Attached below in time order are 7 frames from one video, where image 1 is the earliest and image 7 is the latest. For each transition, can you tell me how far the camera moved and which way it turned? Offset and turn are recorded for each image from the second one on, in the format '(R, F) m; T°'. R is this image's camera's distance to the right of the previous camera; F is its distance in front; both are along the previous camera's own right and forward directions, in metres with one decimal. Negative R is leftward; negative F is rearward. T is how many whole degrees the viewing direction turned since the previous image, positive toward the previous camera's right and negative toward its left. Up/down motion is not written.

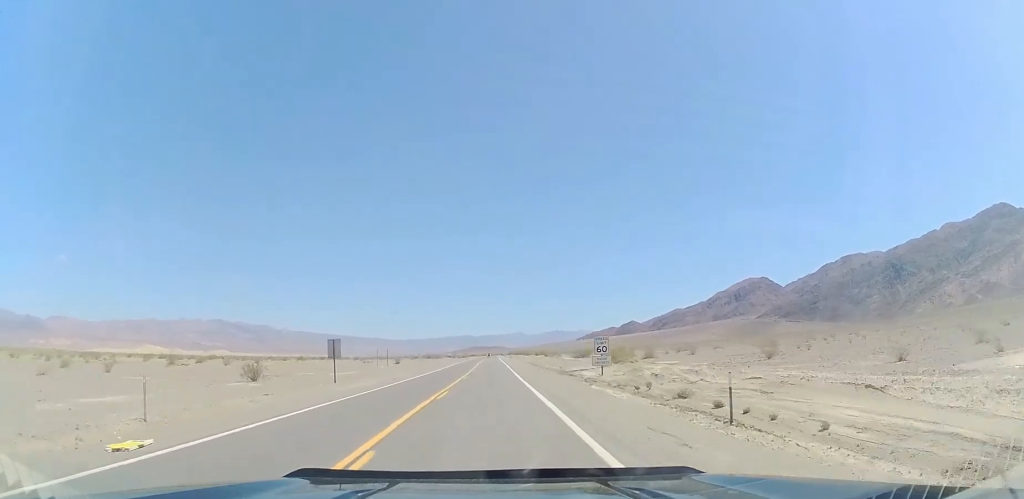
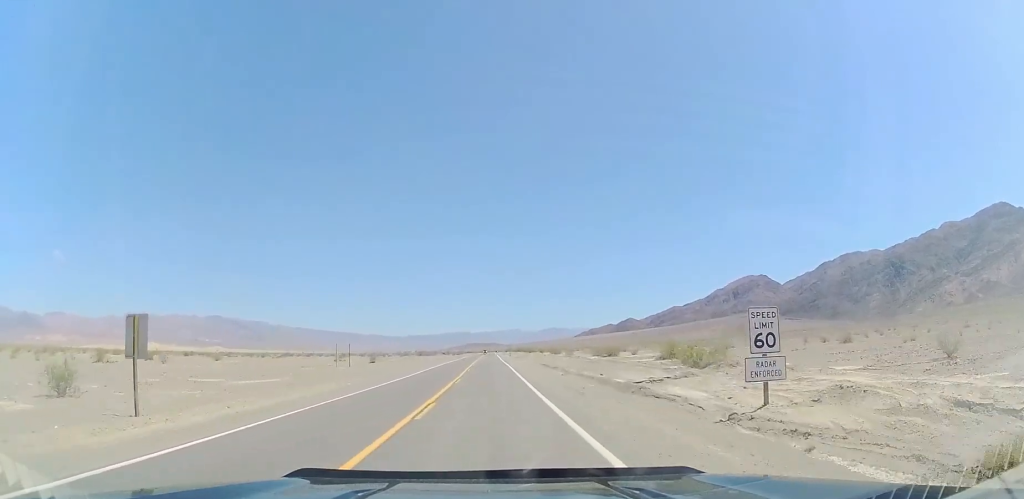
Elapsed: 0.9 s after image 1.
(-0.6, +20.7) m; 0°
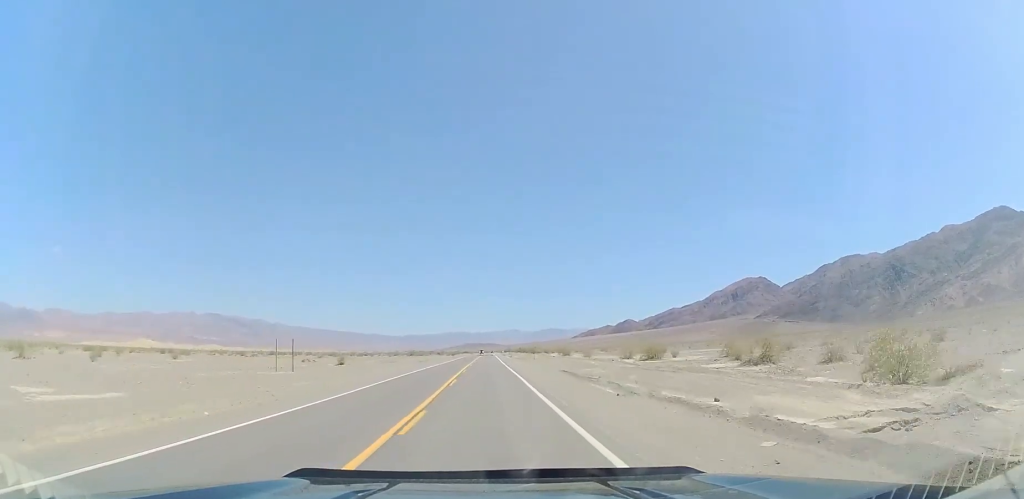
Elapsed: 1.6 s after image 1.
(+0.3, +17.1) m; +1°
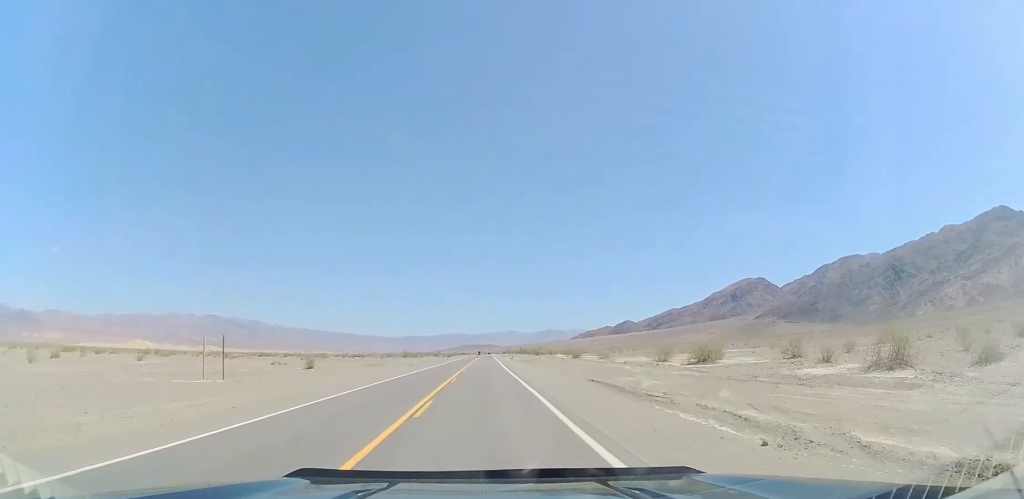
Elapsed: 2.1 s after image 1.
(+0.1, +11.7) m; 0°
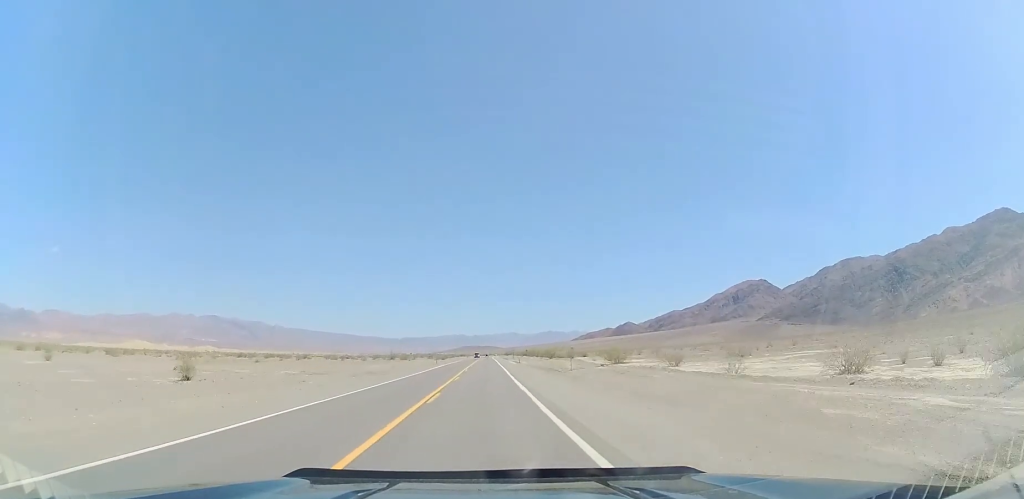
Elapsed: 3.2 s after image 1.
(-0.1, +24.6) m; -1°
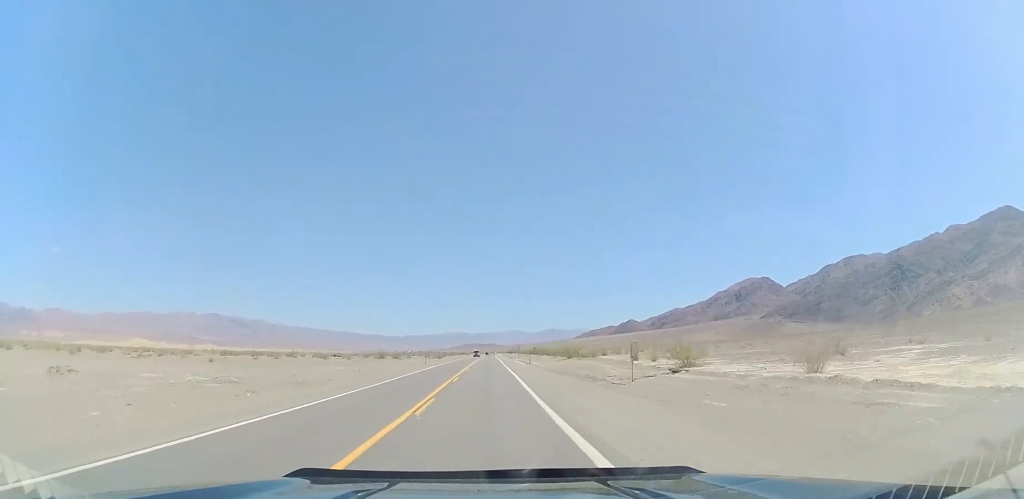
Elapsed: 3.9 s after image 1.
(-0.5, +17.8) m; 0°
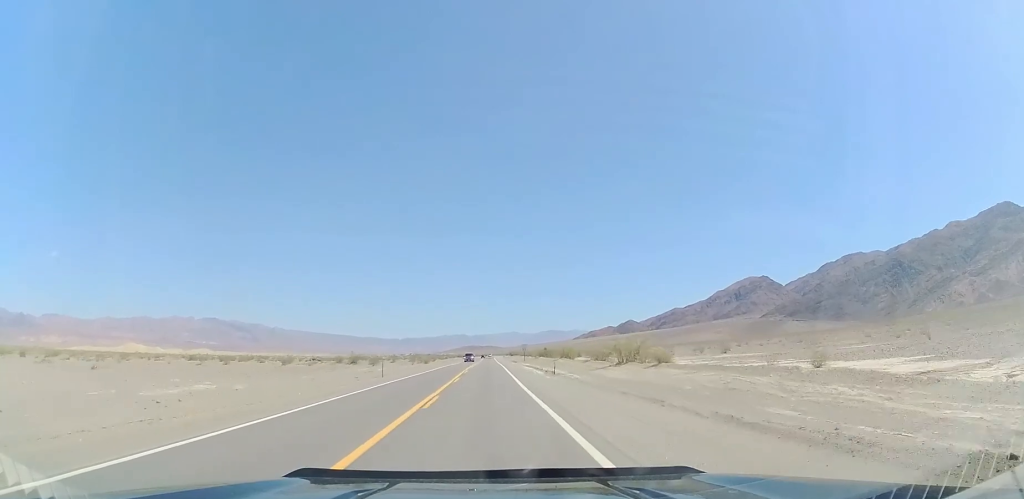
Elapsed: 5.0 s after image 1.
(+0.5, +27.1) m; 0°
